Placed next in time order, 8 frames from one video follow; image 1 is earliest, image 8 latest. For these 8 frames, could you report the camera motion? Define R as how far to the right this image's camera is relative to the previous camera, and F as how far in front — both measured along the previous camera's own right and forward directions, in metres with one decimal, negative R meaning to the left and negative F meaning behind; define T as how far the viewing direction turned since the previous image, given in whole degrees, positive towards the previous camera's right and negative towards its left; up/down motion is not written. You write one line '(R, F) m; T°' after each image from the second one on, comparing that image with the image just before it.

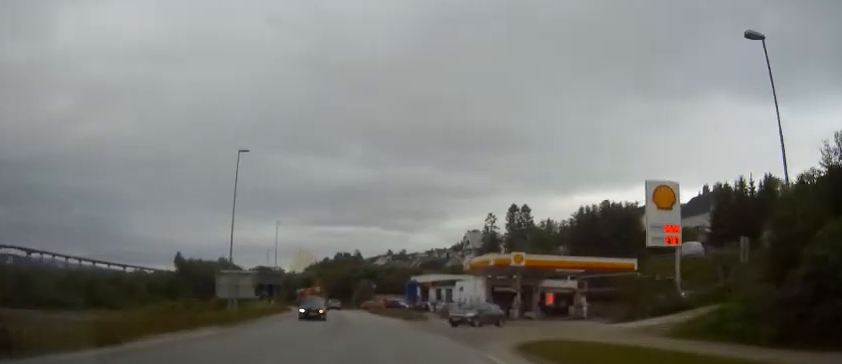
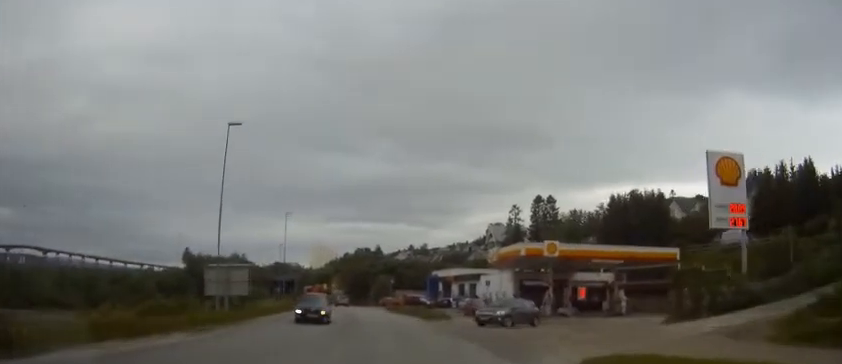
(-0.2, +6.0) m; -1°
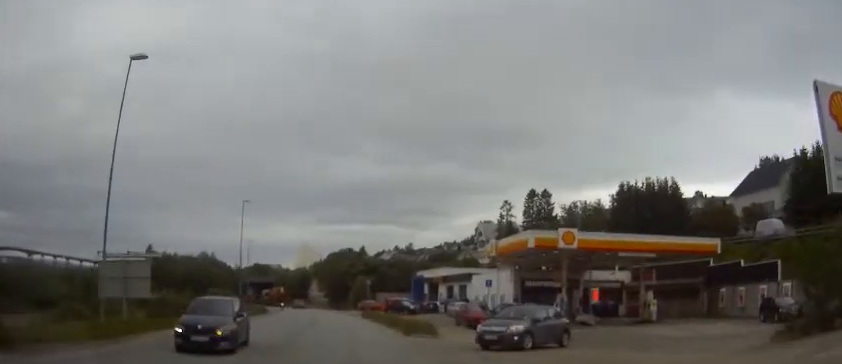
(+0.2, +11.7) m; +2°
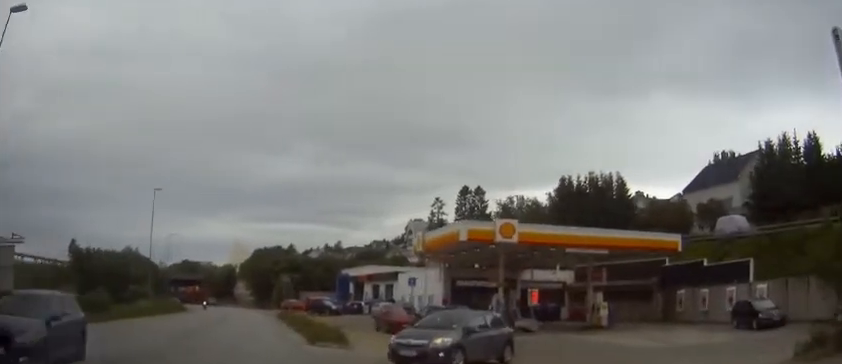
(-0.1, +5.5) m; +3°
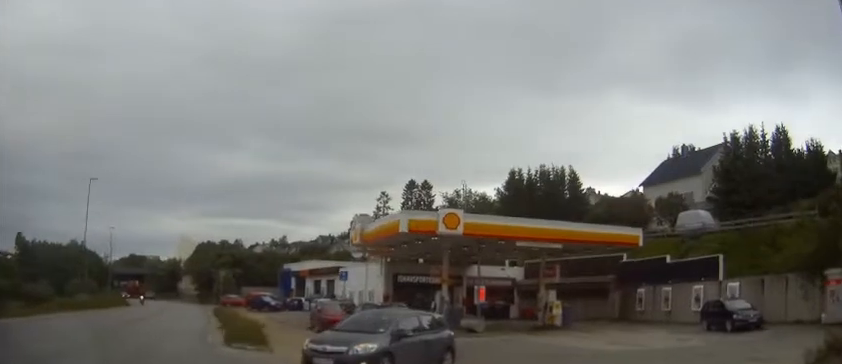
(+0.2, +2.9) m; +5°
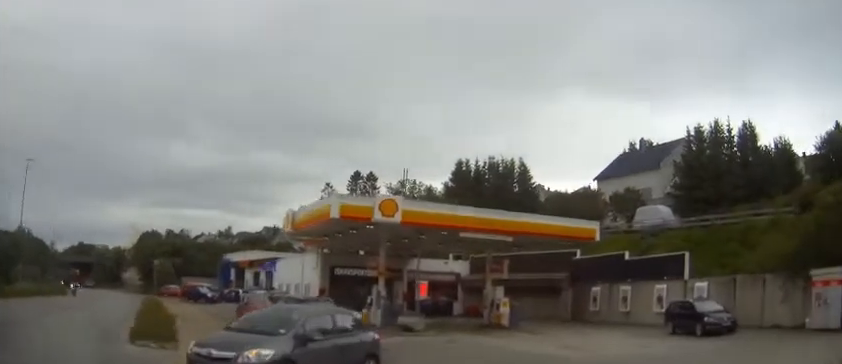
(+0.1, +2.9) m; +5°
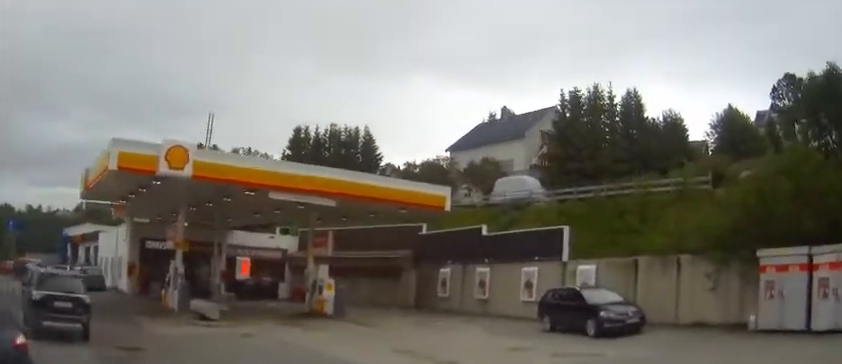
(+1.2, +6.9) m; +23°
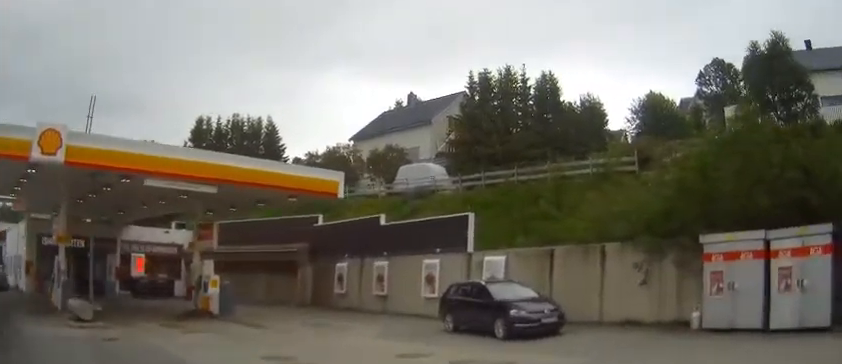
(+0.4, +3.0) m; +15°
